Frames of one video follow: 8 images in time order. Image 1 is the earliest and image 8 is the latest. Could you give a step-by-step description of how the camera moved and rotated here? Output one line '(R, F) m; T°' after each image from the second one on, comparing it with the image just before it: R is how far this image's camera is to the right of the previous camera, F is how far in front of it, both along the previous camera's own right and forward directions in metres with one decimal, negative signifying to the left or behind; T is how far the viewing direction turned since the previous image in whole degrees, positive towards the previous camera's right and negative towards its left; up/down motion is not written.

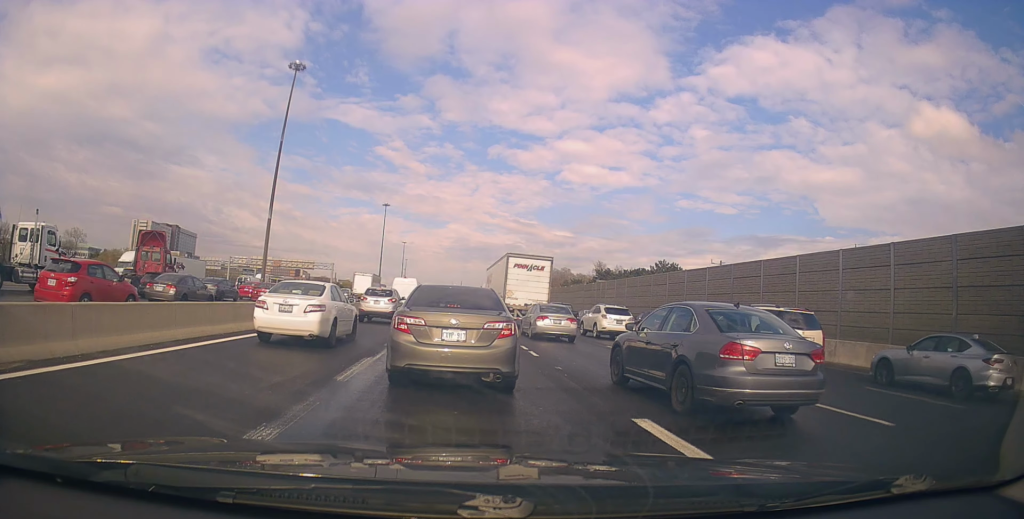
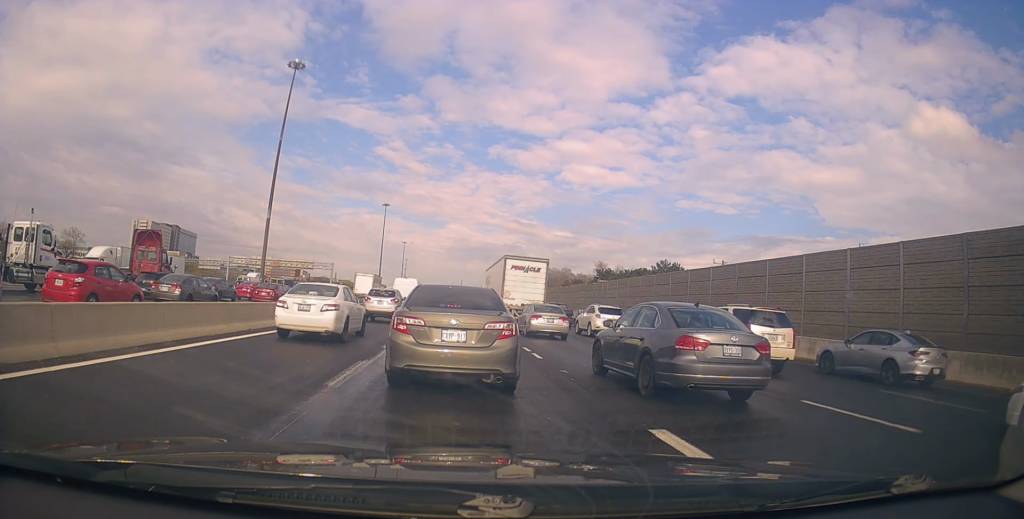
(0.0, +0.7) m; 0°
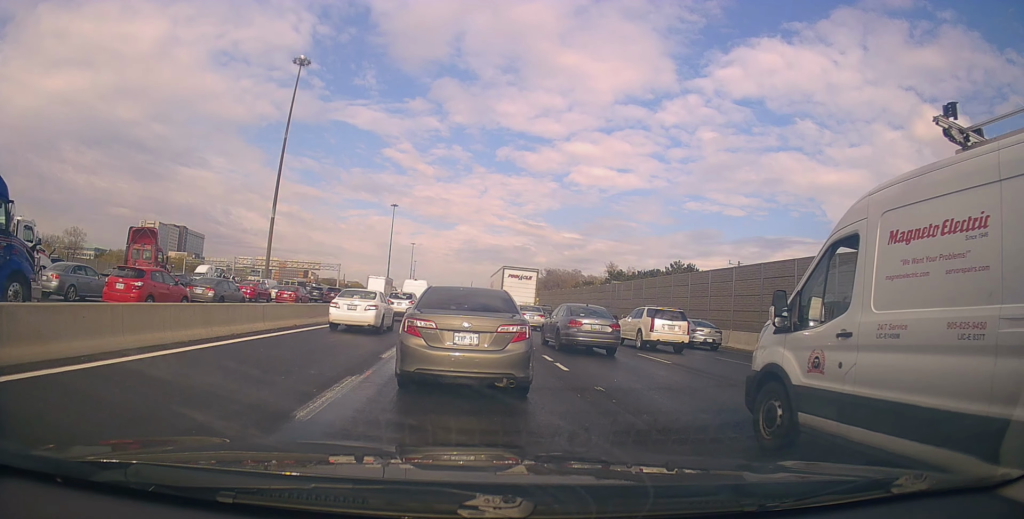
(-1.1, +1.7) m; 0°
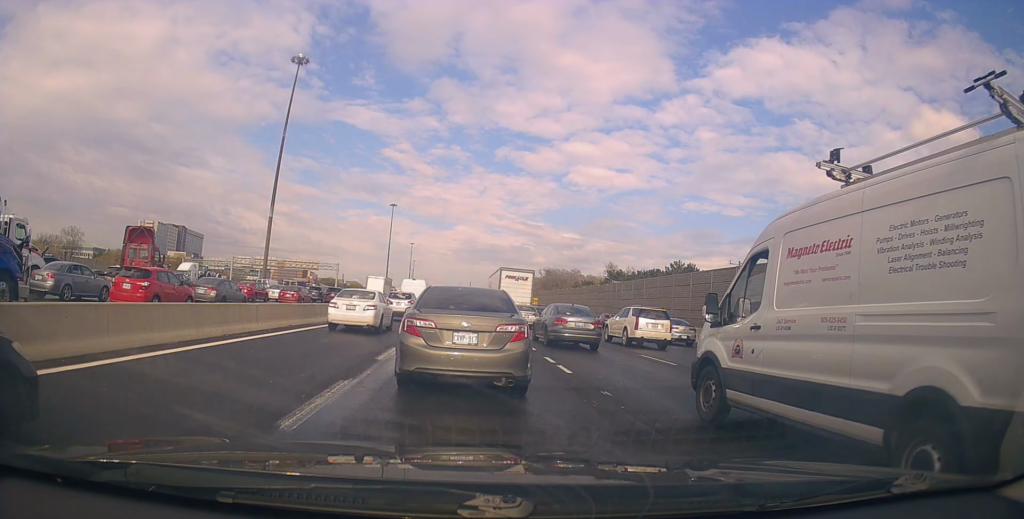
(0.0, +0.4) m; 0°
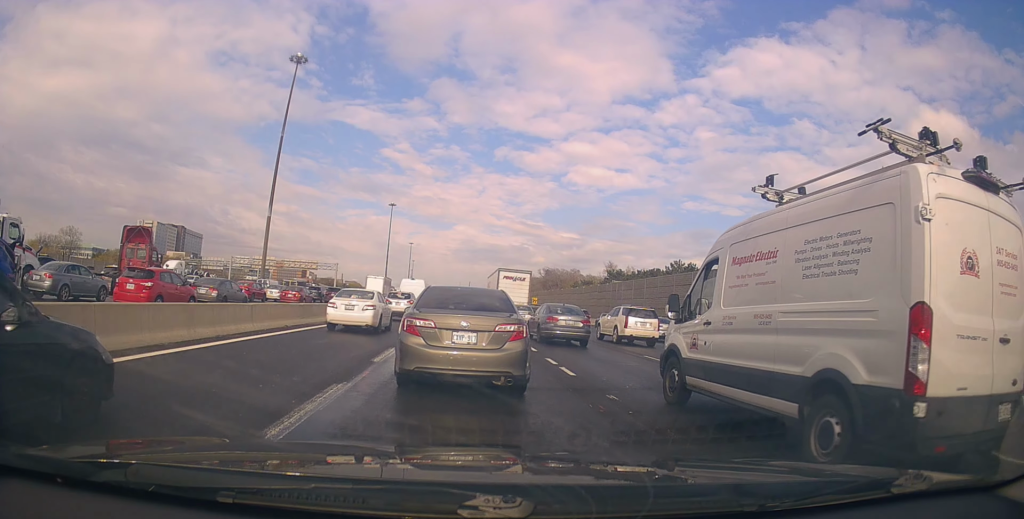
(0.0, +0.4) m; 0°
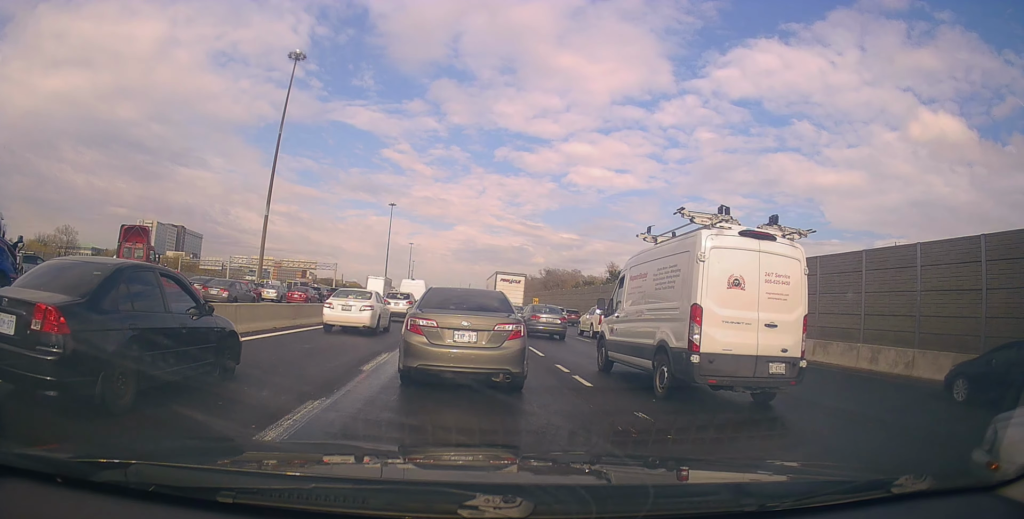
(0.0, +1.4) m; 0°
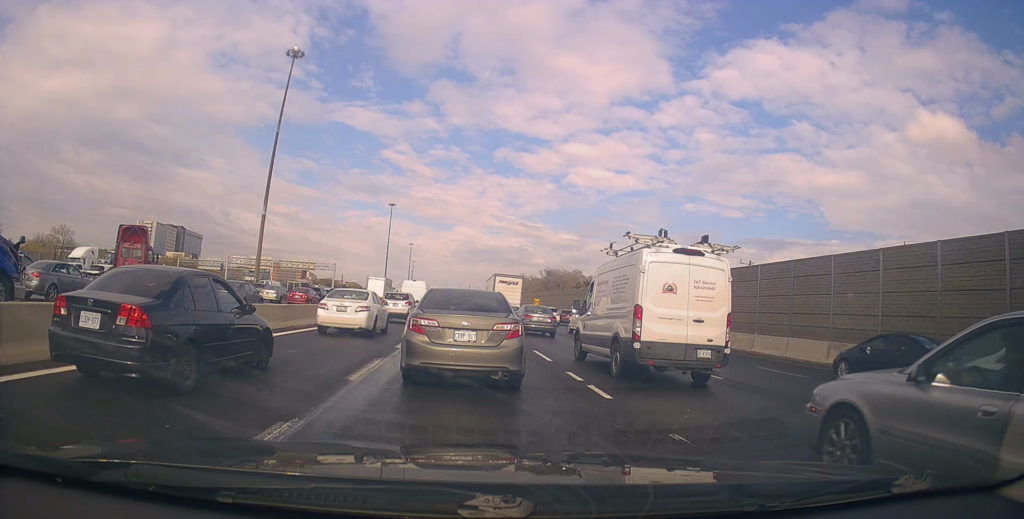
(0.0, +1.0) m; 0°
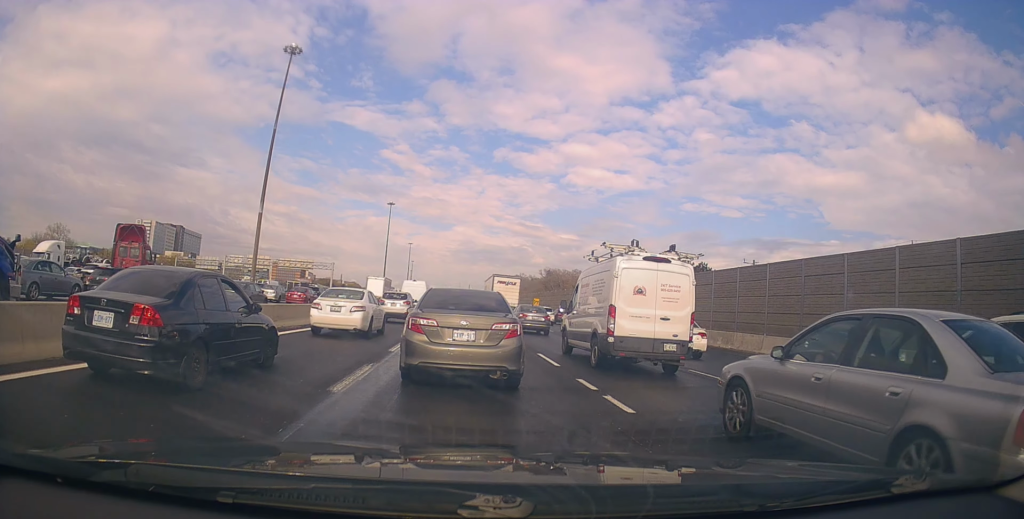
(0.0, +0.8) m; 0°
